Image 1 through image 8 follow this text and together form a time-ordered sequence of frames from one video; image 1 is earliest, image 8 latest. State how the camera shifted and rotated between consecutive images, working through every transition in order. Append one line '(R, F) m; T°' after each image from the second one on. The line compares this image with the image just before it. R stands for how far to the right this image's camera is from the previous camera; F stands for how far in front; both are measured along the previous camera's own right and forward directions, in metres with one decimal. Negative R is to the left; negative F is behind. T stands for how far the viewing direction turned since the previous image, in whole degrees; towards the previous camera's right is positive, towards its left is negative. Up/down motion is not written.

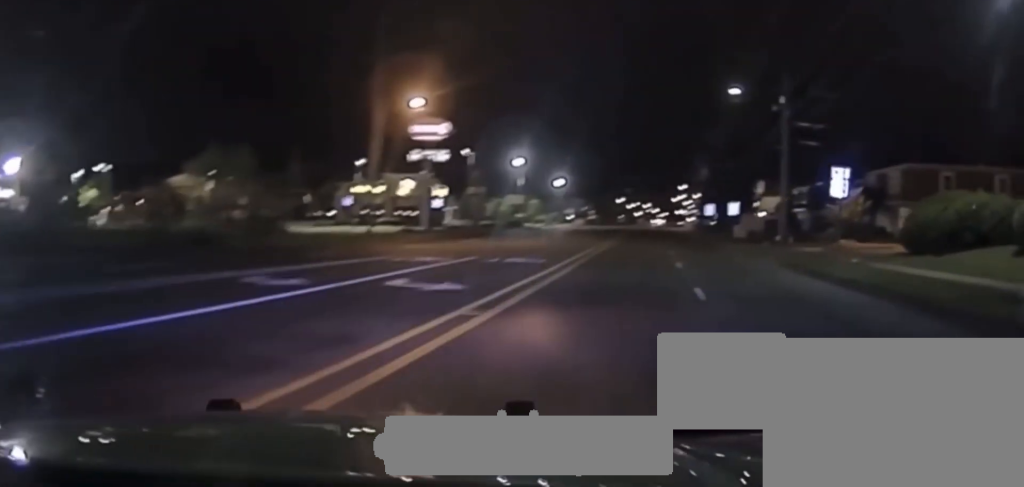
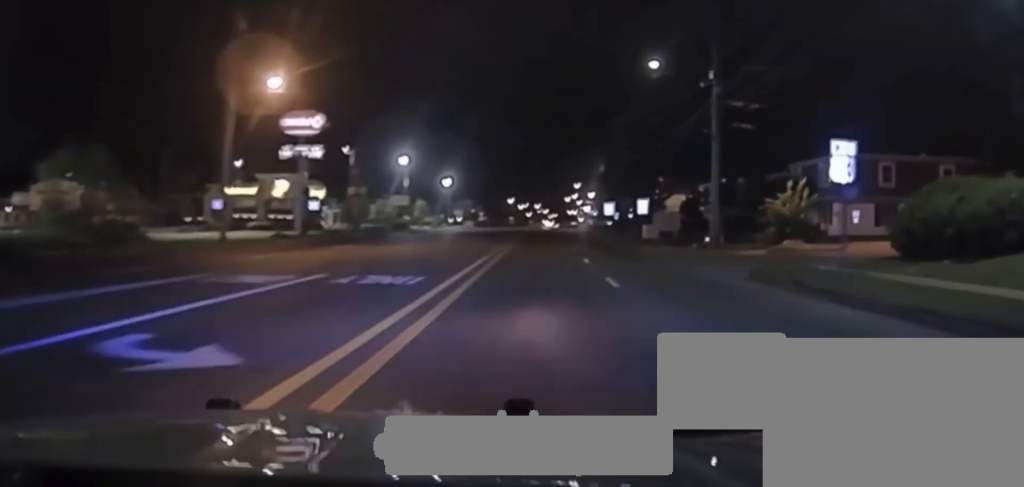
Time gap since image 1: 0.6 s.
(+1.5, +9.8) m; +8°
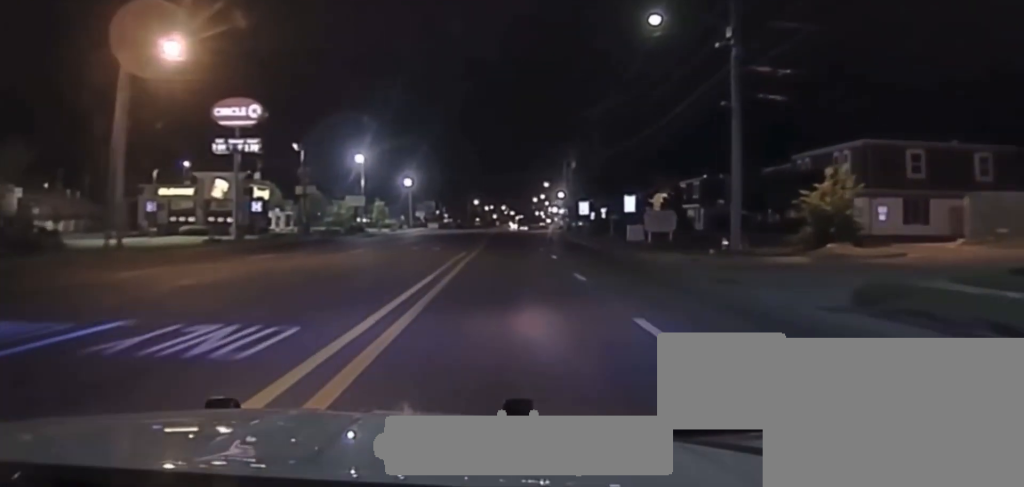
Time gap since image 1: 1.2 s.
(+0.6, +9.7) m; +3°
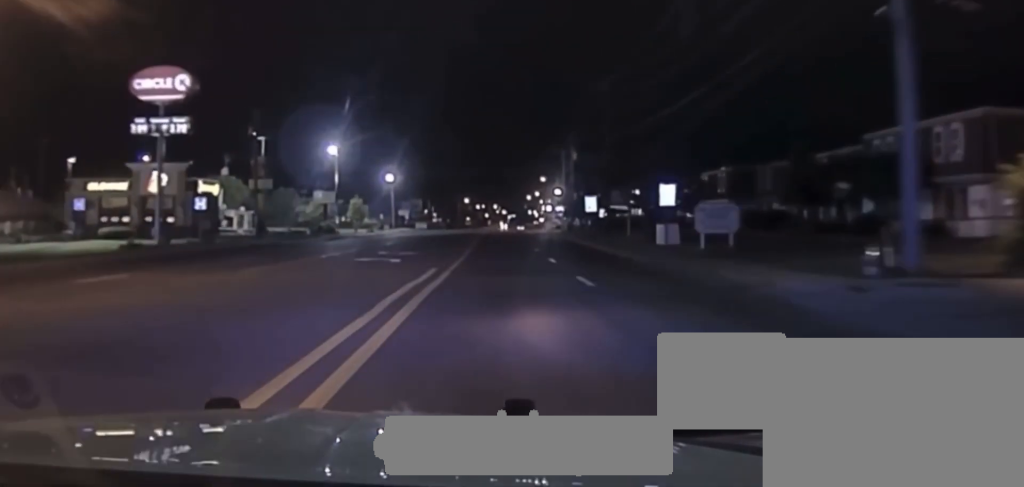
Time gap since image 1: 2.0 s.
(+0.3, +13.7) m; 0°
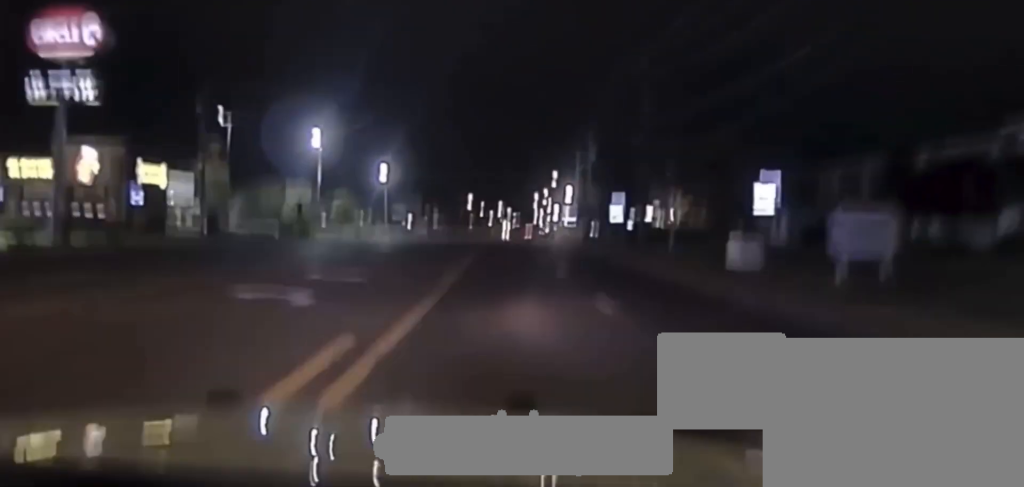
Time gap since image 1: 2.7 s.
(-0.1, +11.3) m; -1°
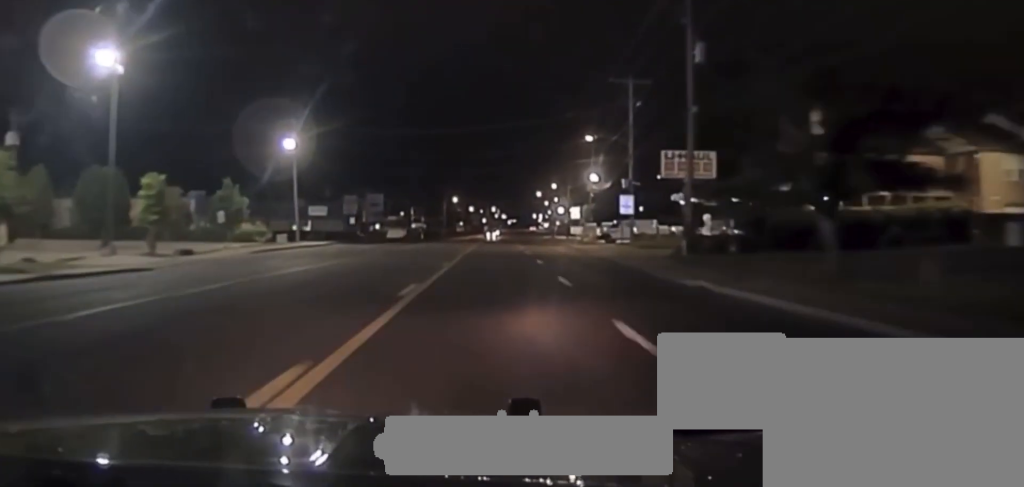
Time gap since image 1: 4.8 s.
(-0.4, +46.2) m; 0°
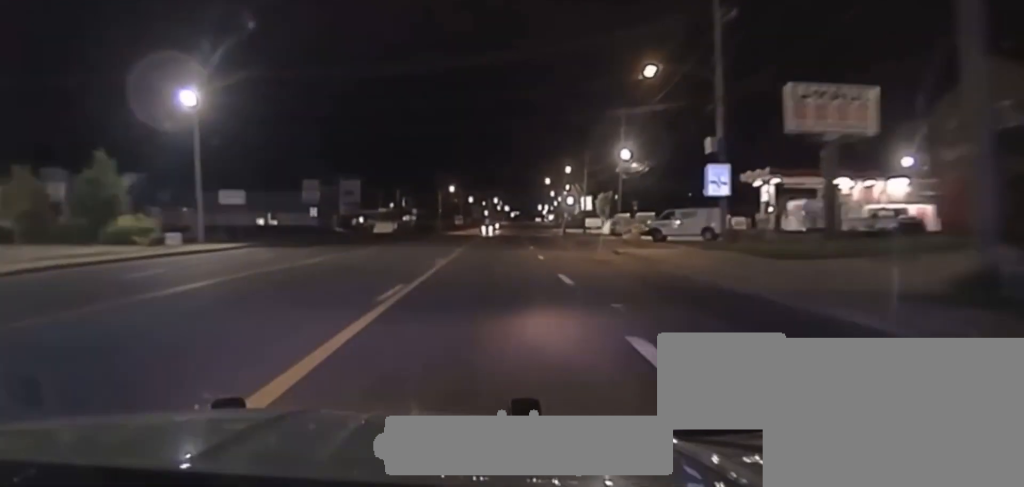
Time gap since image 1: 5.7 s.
(+0.3, +26.2) m; 0°
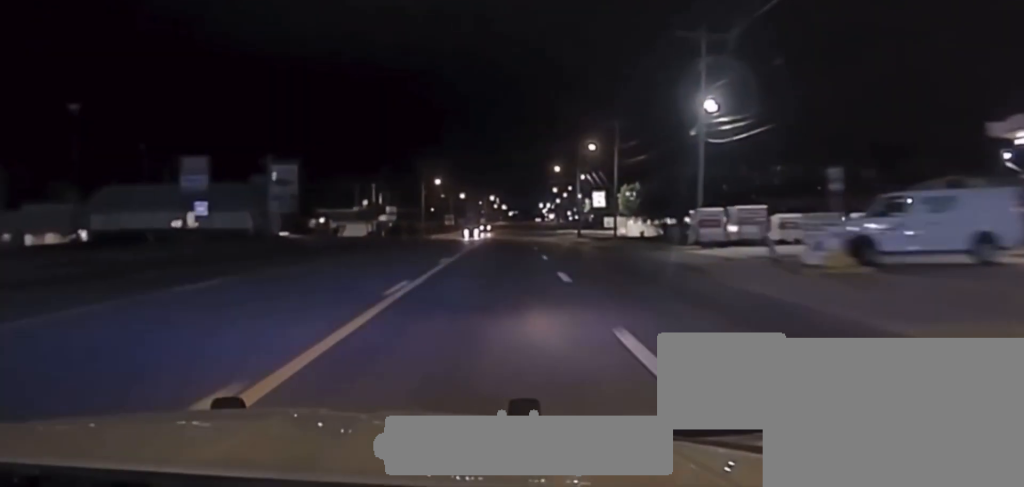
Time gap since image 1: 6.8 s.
(-0.3, +42.4) m; 0°
